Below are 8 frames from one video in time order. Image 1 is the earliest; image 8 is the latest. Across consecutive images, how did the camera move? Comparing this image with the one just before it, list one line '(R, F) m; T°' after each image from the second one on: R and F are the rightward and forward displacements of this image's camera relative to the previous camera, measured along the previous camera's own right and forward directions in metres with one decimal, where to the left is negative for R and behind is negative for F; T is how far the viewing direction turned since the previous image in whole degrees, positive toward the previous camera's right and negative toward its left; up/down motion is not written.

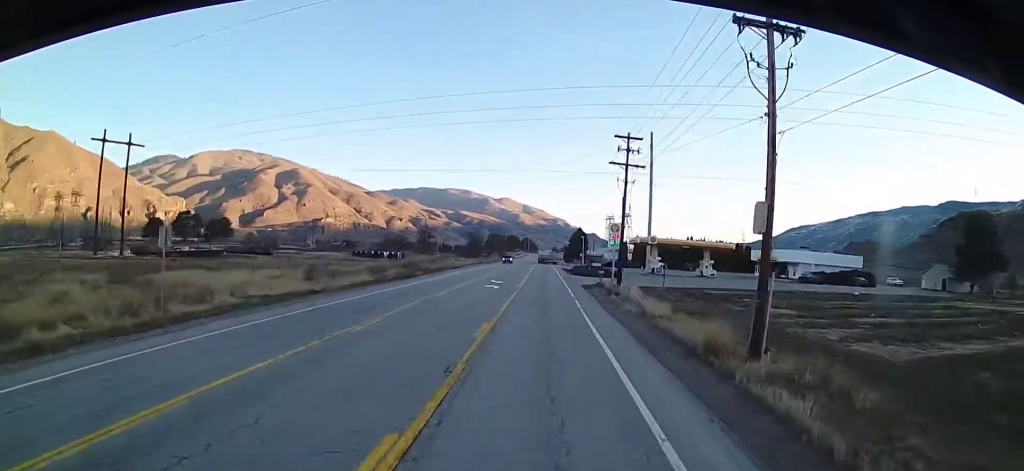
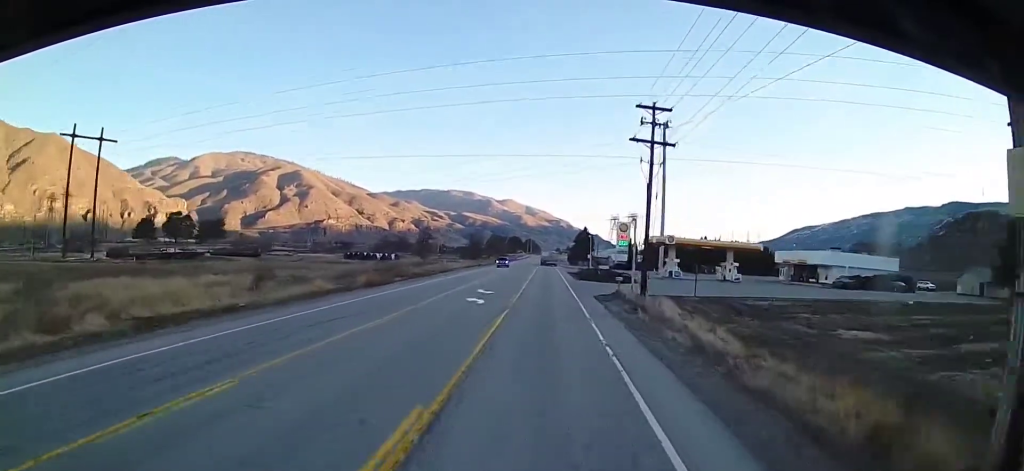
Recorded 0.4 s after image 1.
(+0.1, +10.2) m; 0°
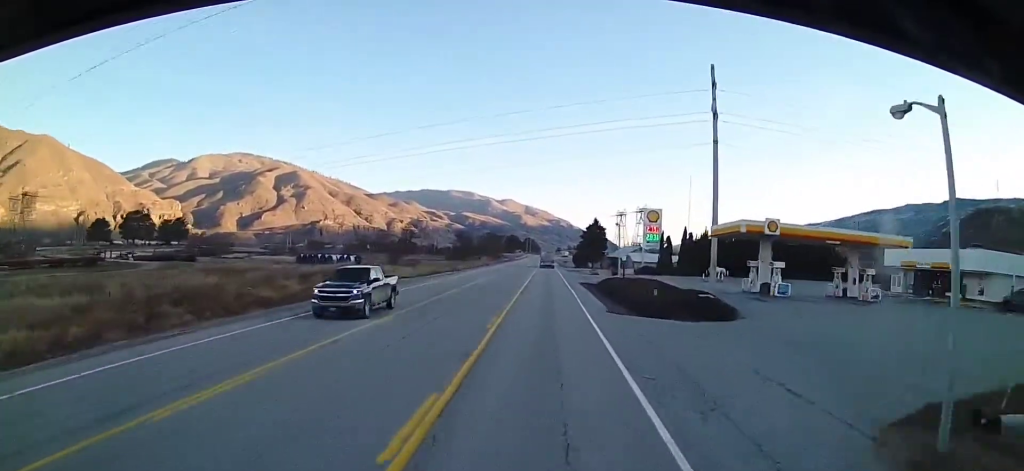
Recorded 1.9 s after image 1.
(0.0, +34.2) m; 0°
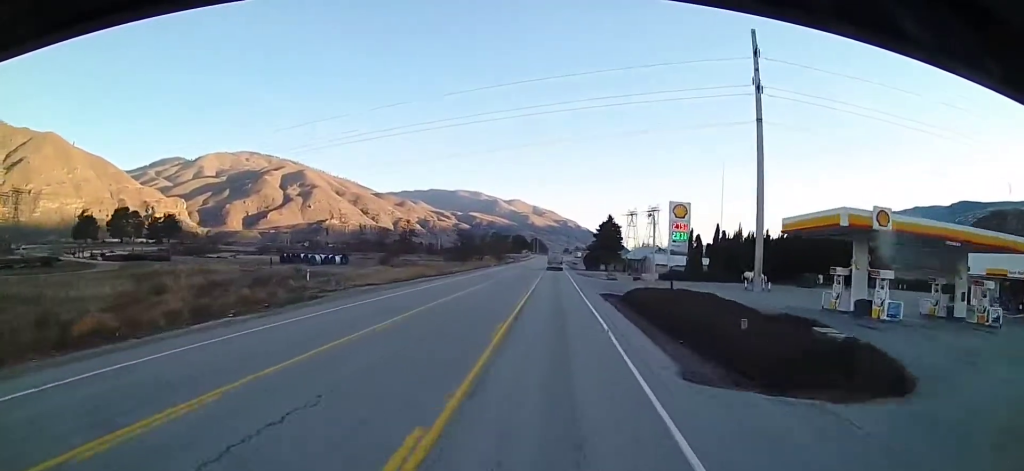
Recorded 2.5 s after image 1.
(0.0, +13.8) m; 0°
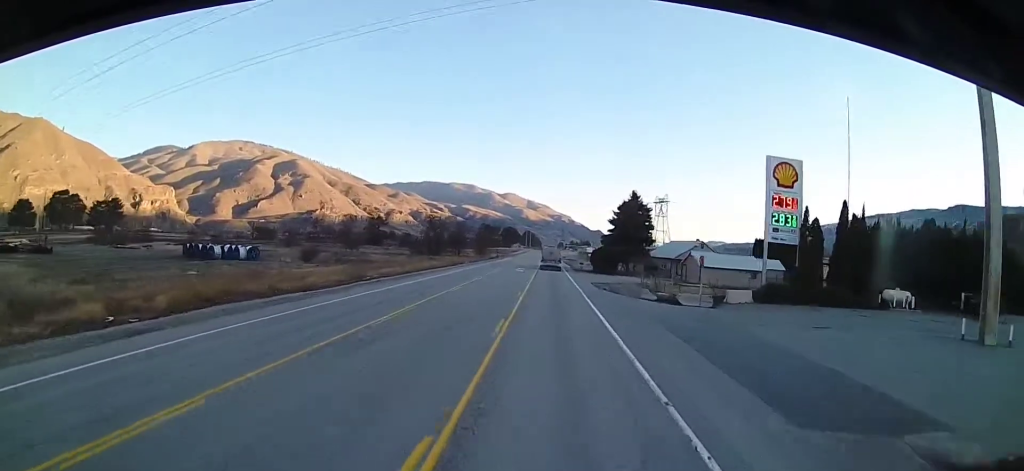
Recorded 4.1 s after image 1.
(-0.6, +36.9) m; -1°
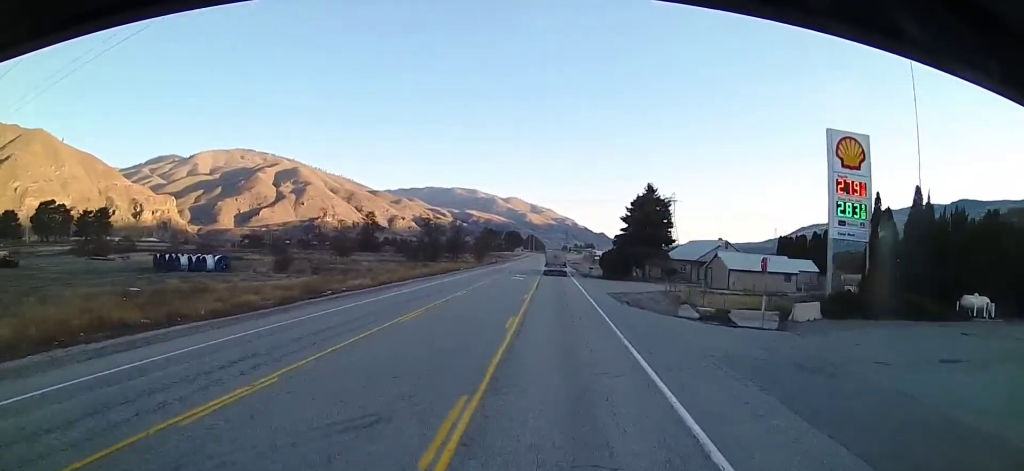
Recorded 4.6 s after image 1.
(+0.1, +10.1) m; 0°
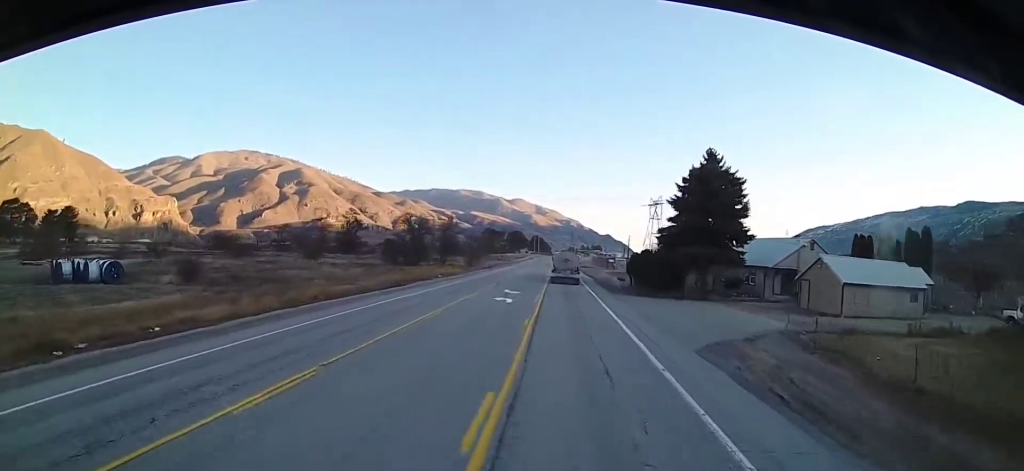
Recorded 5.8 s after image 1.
(+0.1, +25.7) m; +1°
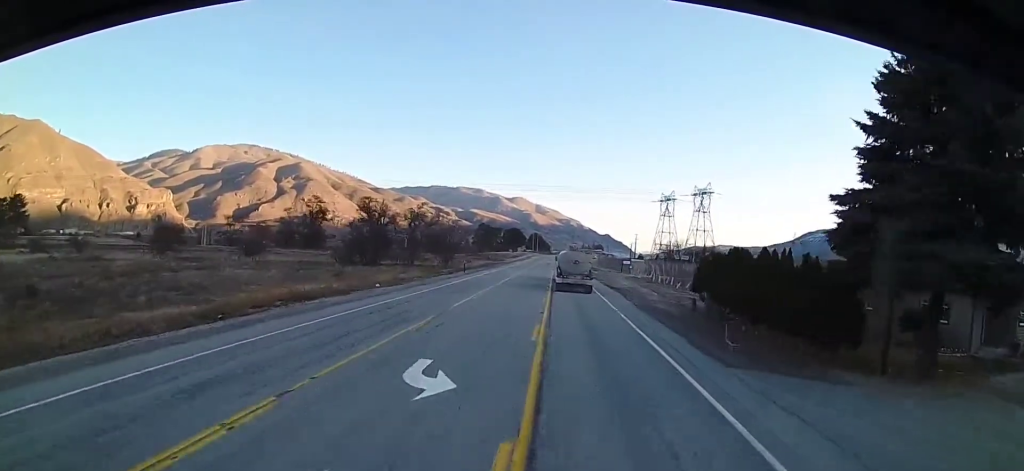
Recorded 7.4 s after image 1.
(+0.1, +31.2) m; 0°
